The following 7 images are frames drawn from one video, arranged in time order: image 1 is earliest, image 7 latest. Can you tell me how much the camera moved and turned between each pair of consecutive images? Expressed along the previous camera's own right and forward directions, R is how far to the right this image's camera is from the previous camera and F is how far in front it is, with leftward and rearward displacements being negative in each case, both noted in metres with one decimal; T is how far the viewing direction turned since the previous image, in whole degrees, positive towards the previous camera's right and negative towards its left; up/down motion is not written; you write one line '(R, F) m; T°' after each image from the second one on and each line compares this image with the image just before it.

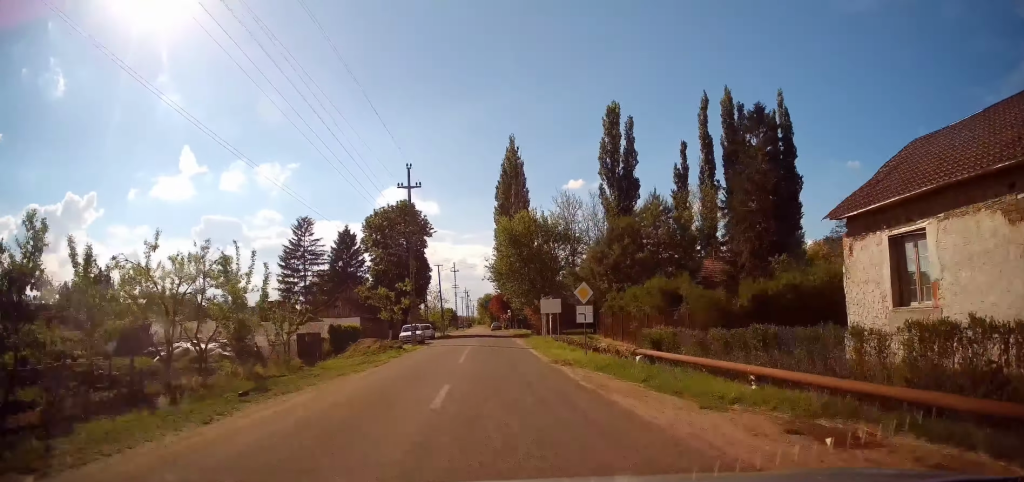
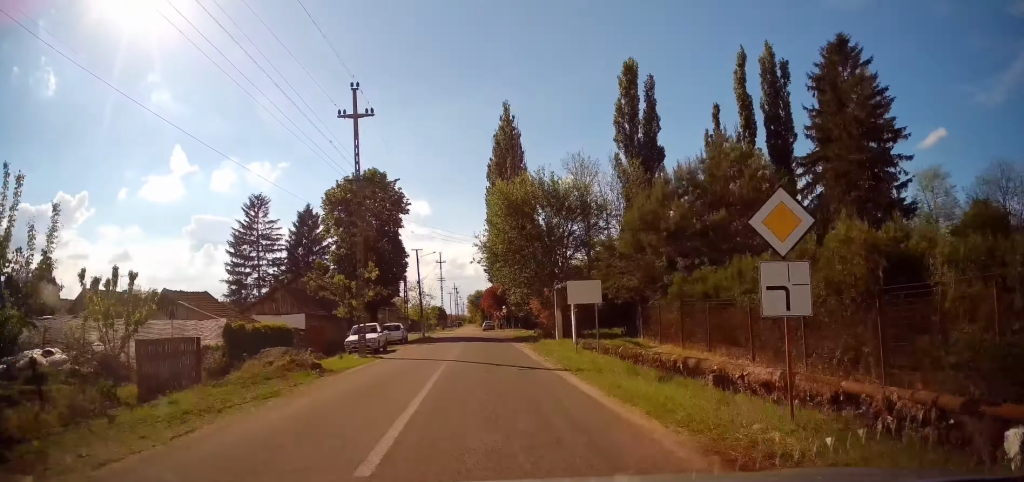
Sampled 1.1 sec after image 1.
(+0.1, +13.3) m; 0°
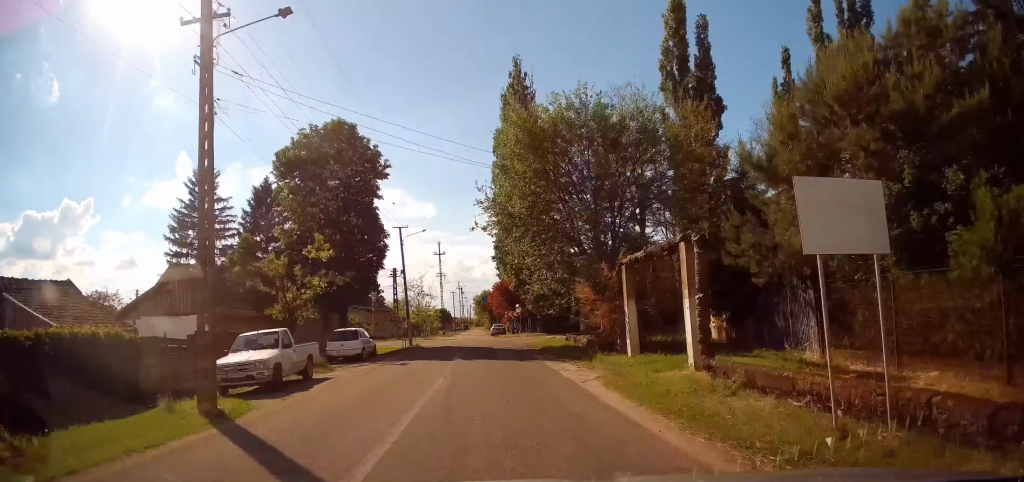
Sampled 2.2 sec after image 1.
(-0.1, +14.1) m; 0°
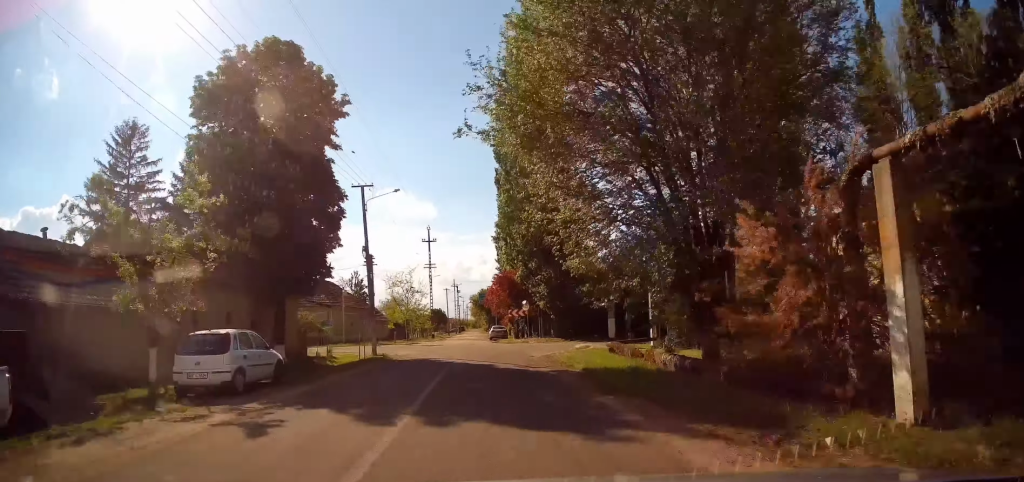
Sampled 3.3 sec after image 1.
(+0.1, +11.9) m; 0°
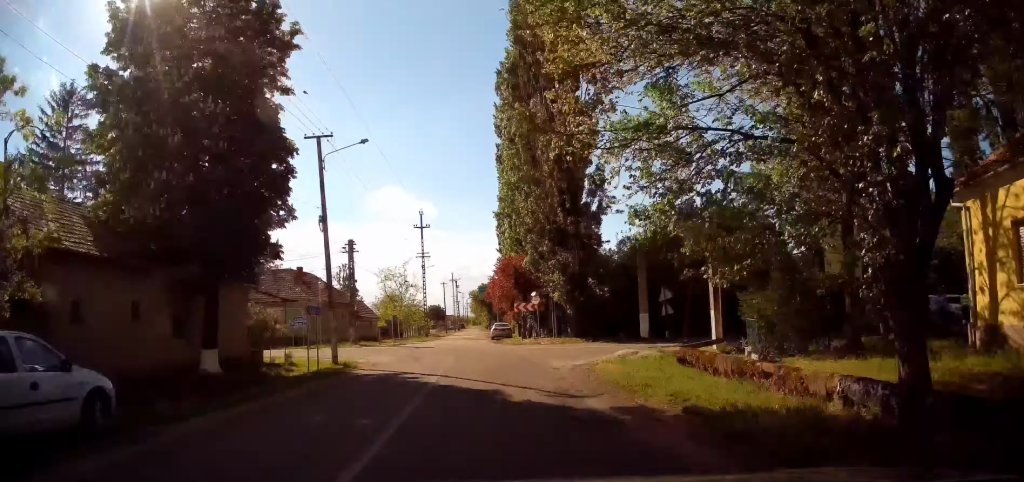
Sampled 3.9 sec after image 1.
(0.0, +7.3) m; -1°
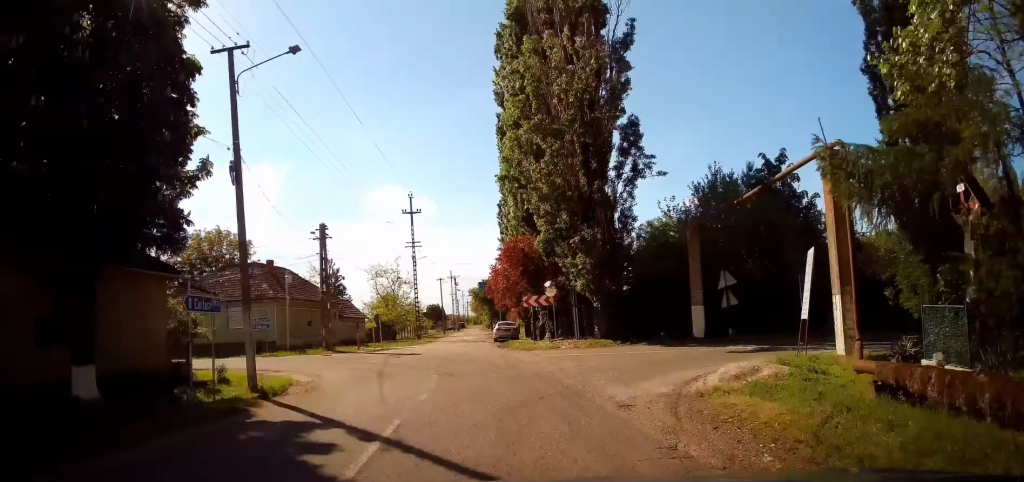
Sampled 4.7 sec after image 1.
(-0.3, +7.5) m; 0°
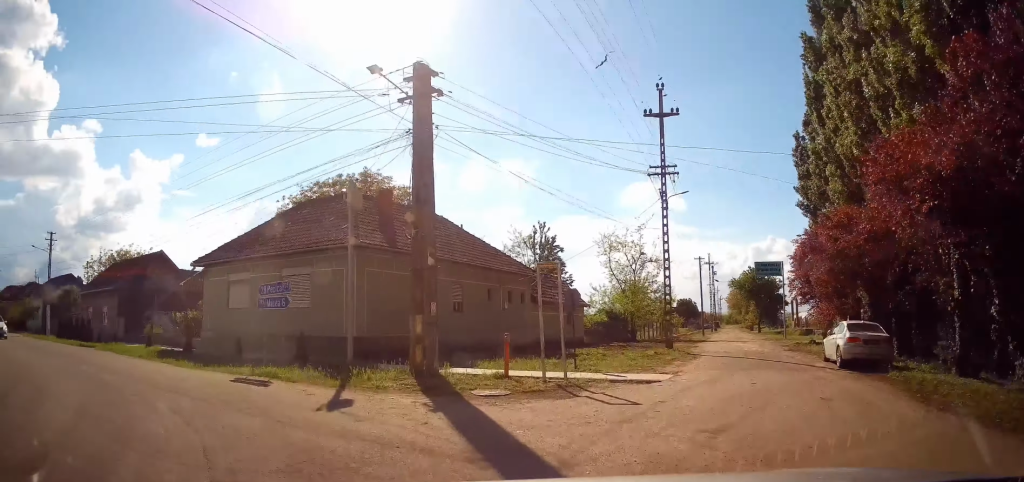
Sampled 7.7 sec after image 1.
(-1.1, +23.1) m; -24°
